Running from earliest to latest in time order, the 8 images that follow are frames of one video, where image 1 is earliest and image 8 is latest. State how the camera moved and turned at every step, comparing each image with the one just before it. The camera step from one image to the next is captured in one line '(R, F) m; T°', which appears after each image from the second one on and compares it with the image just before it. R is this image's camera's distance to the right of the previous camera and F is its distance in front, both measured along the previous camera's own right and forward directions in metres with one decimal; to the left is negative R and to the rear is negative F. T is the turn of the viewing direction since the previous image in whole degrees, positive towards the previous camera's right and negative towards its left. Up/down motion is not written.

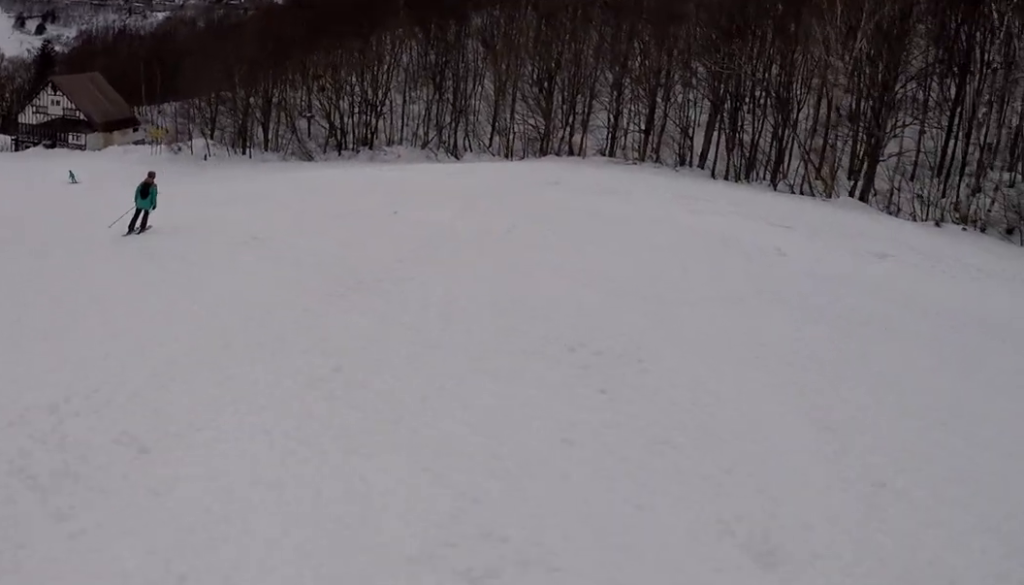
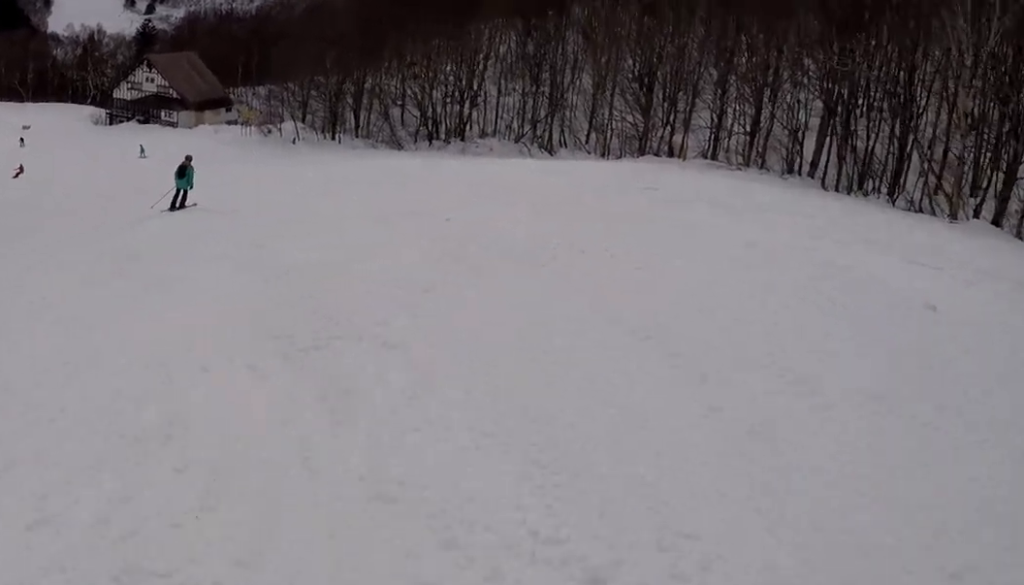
(0.0, +3.3) m; -4°
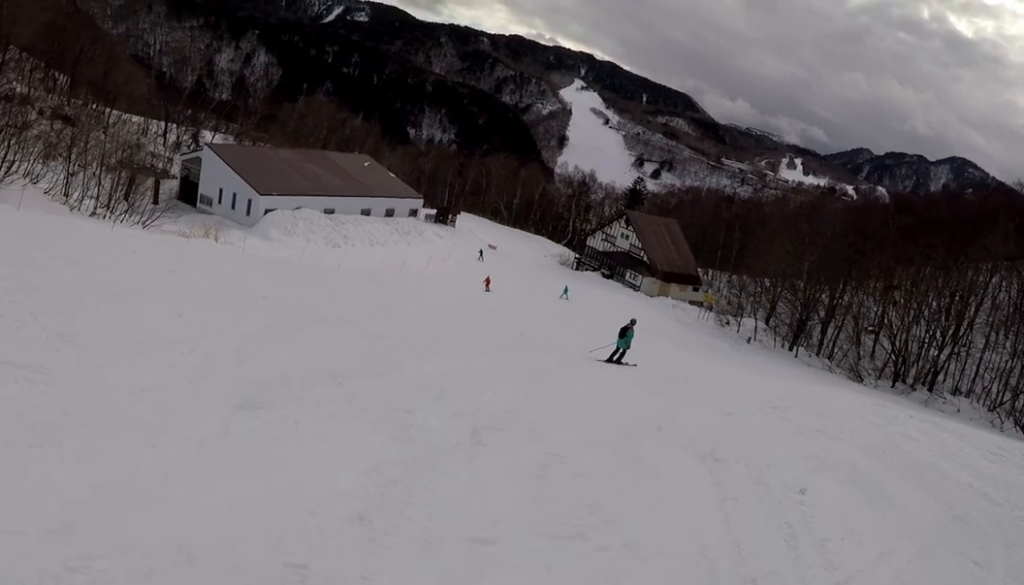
(-0.2, +5.5) m; -12°
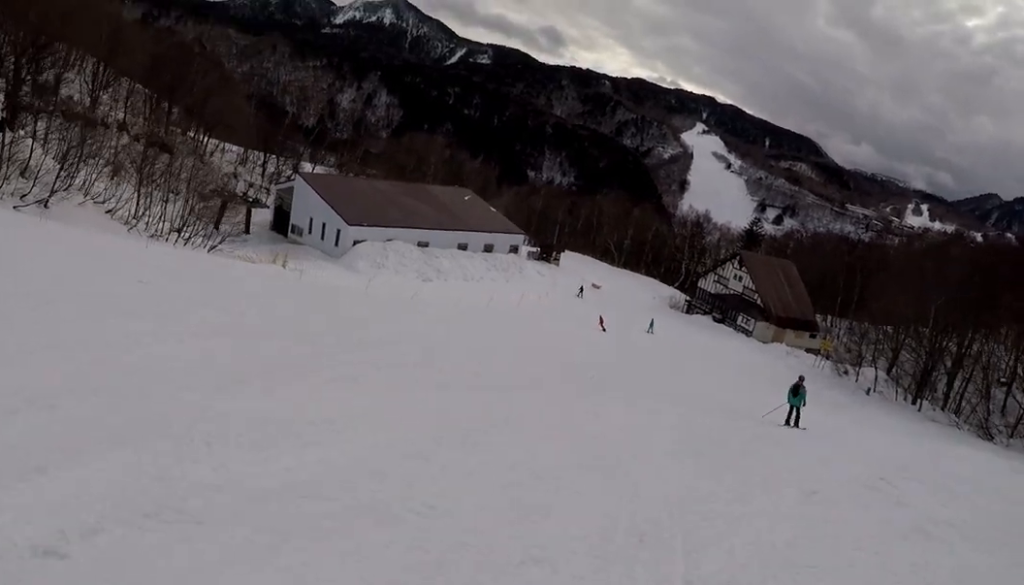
(-0.5, +5.5) m; -21°
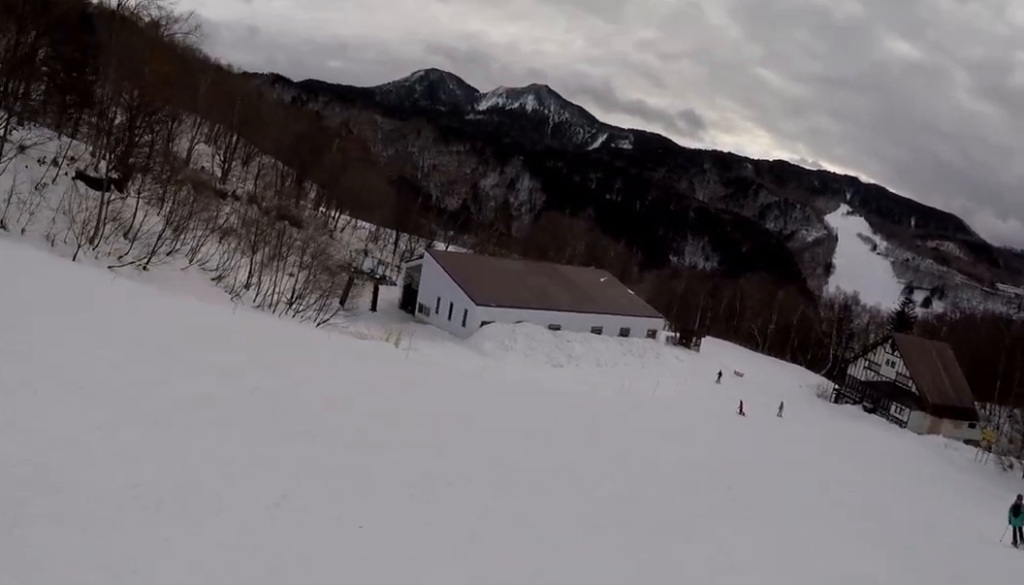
(-1.3, +4.4) m; -13°
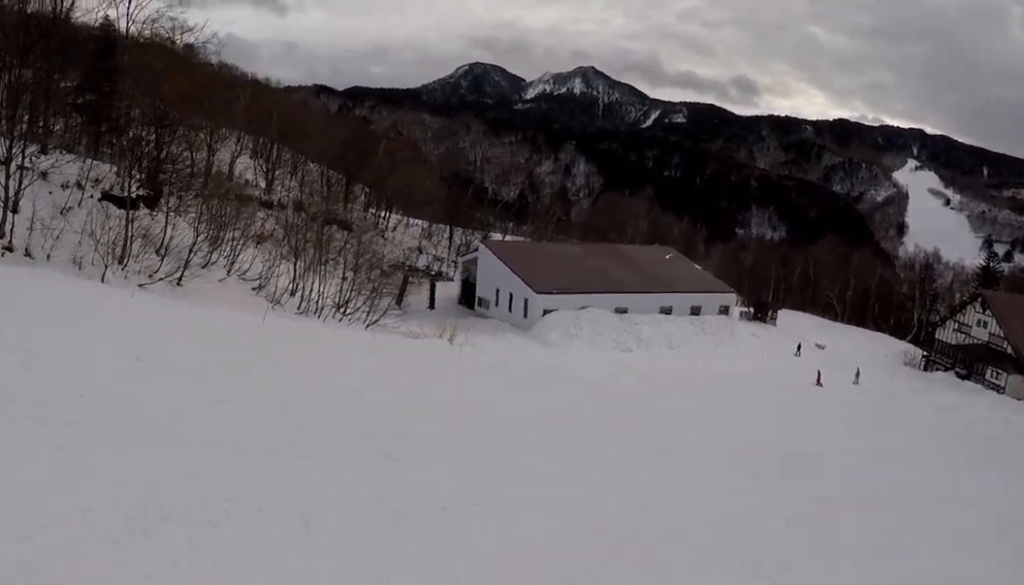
(-0.2, +3.0) m; -3°
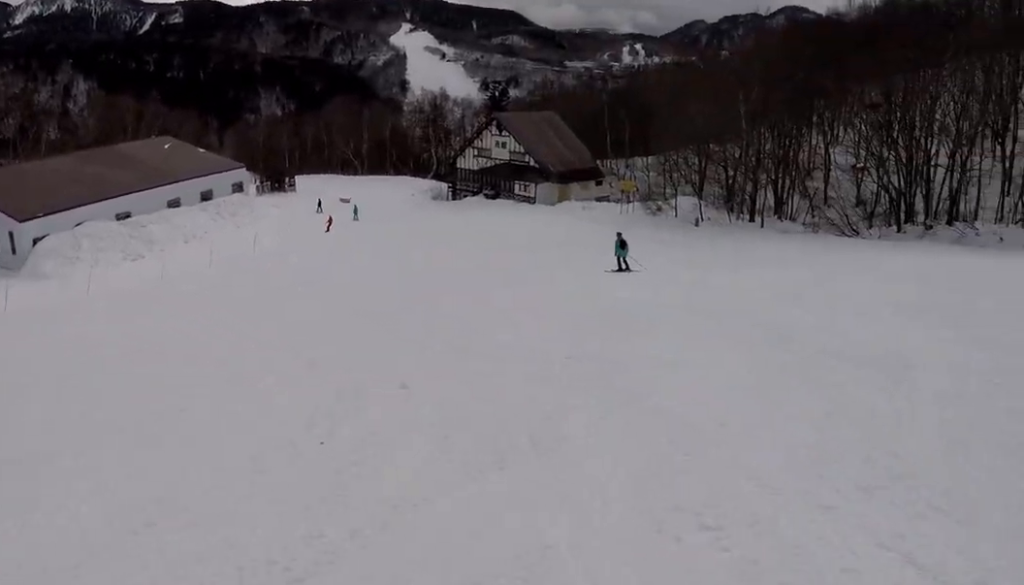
(+0.3, +8.5) m; +8°
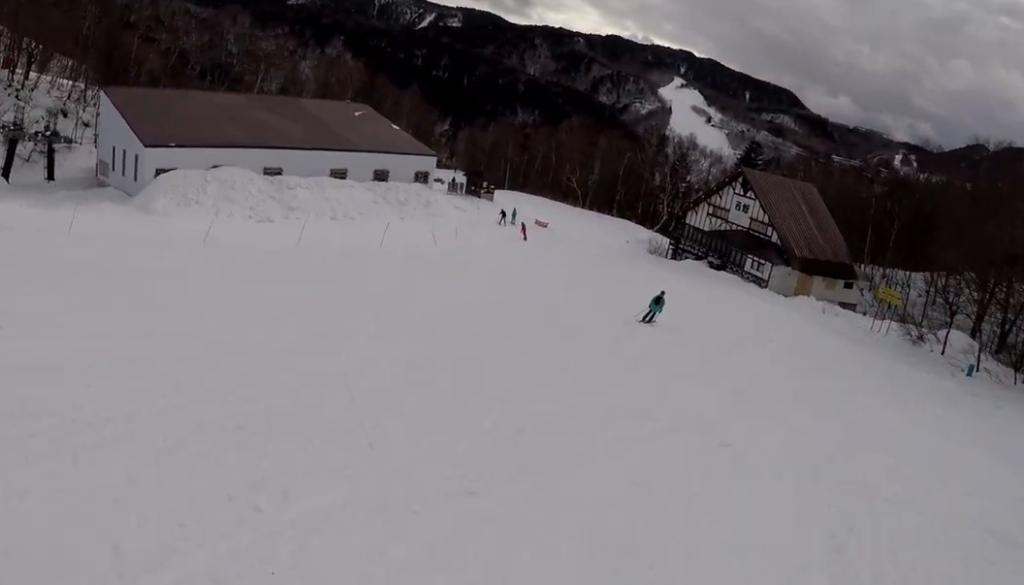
(+1.2, +14.2) m; -3°
